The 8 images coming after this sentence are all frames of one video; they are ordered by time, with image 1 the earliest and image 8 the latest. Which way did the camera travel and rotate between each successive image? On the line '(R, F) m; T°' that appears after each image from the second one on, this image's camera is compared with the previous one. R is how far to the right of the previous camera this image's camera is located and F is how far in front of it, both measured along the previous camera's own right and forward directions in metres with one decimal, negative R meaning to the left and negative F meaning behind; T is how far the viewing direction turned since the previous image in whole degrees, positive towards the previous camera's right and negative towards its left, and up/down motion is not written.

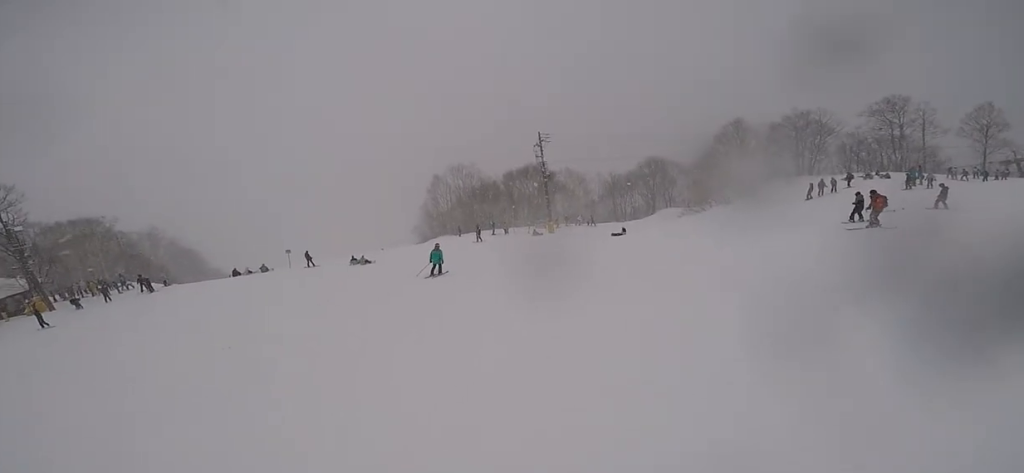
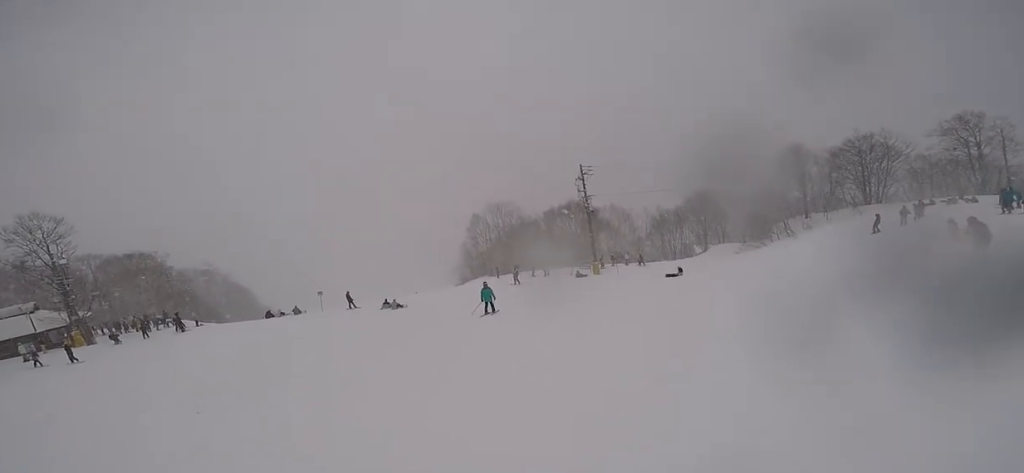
(+0.3, +2.9) m; -1°
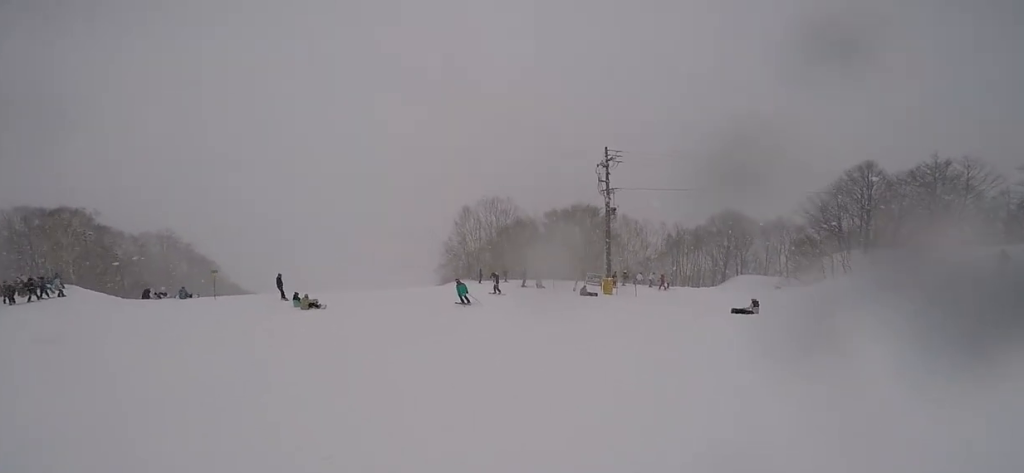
(-0.7, +10.5) m; -8°
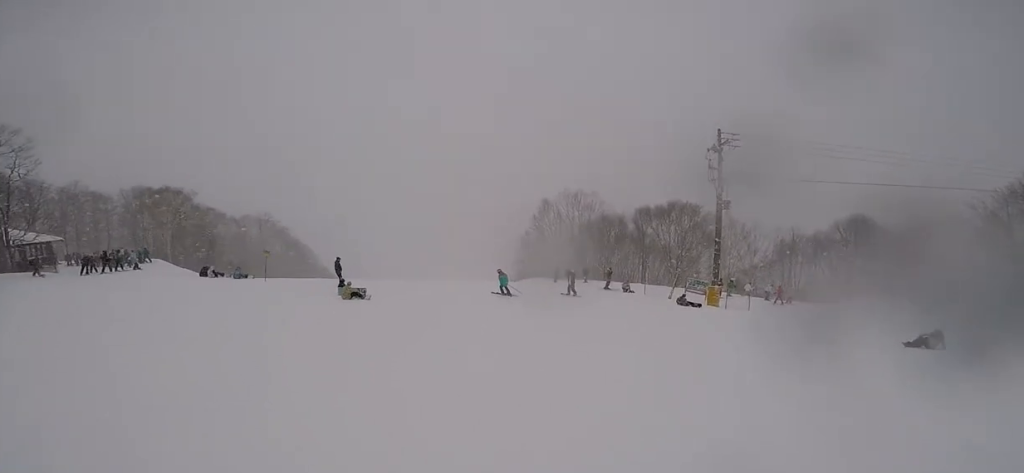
(0.0, +3.6) m; -4°
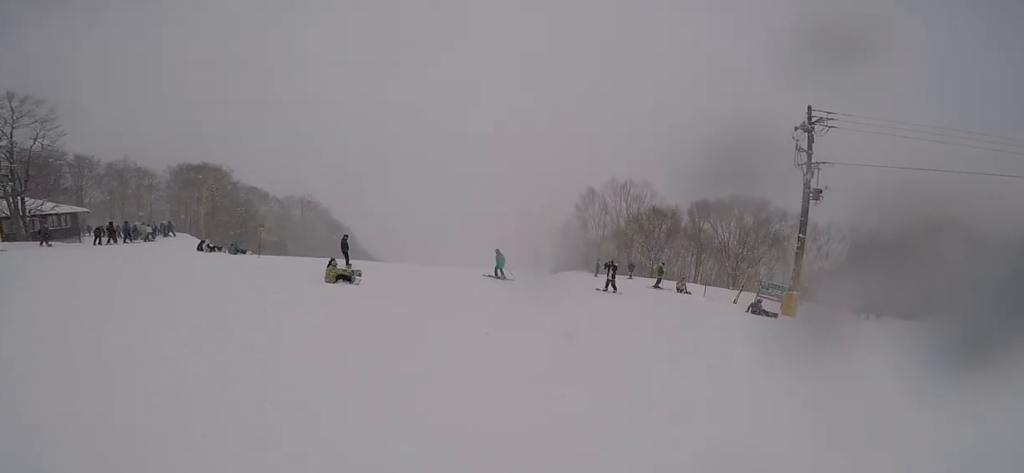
(+0.1, +3.3) m; -4°
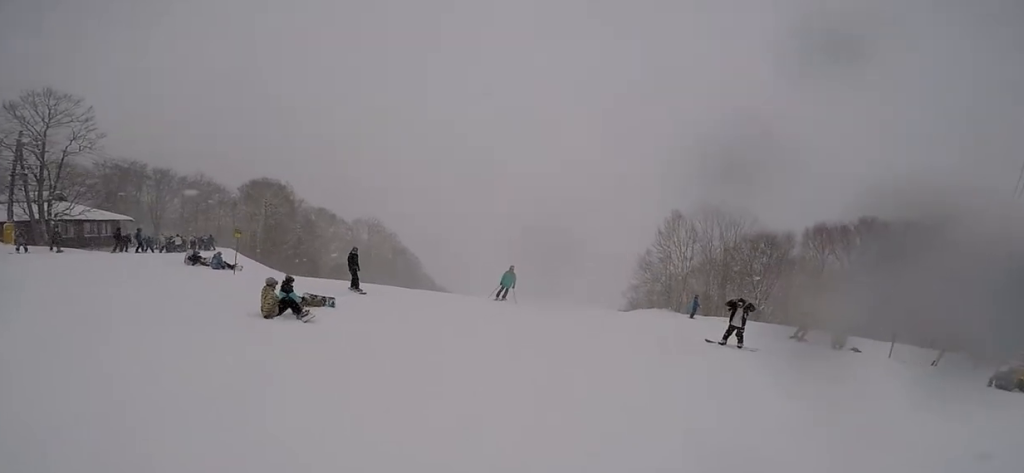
(-0.7, +5.6) m; -8°
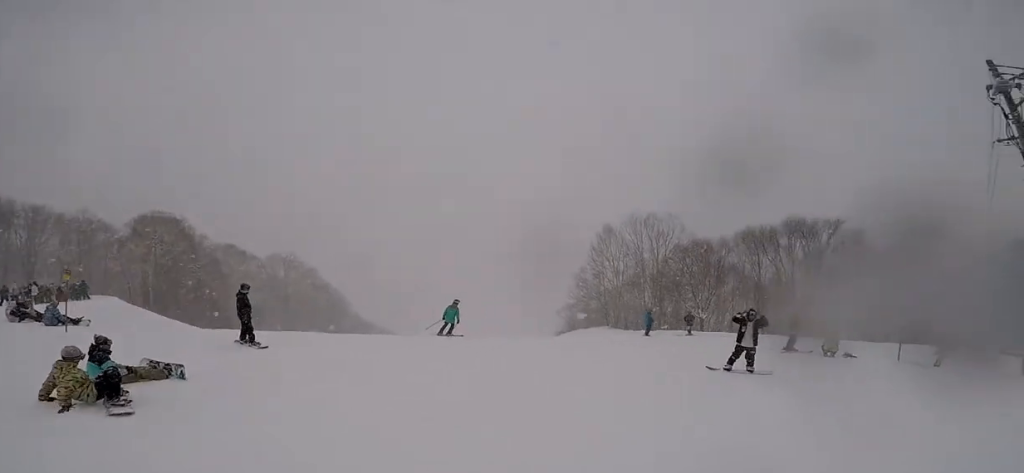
(-0.1, +2.6) m; +3°
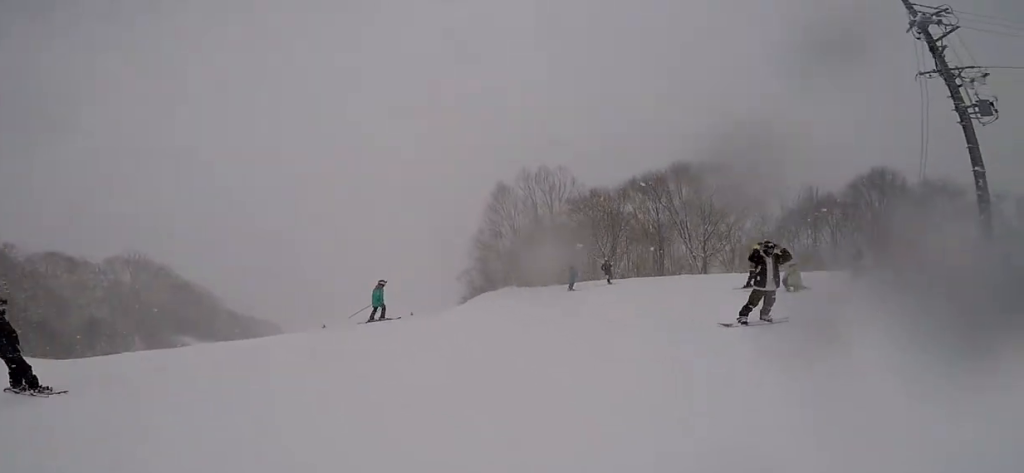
(-0.1, +2.8) m; +3°
